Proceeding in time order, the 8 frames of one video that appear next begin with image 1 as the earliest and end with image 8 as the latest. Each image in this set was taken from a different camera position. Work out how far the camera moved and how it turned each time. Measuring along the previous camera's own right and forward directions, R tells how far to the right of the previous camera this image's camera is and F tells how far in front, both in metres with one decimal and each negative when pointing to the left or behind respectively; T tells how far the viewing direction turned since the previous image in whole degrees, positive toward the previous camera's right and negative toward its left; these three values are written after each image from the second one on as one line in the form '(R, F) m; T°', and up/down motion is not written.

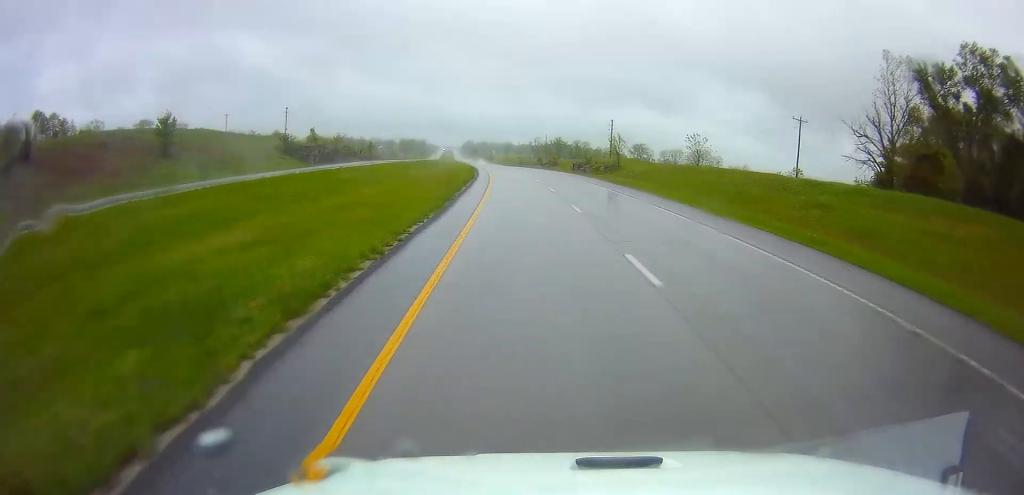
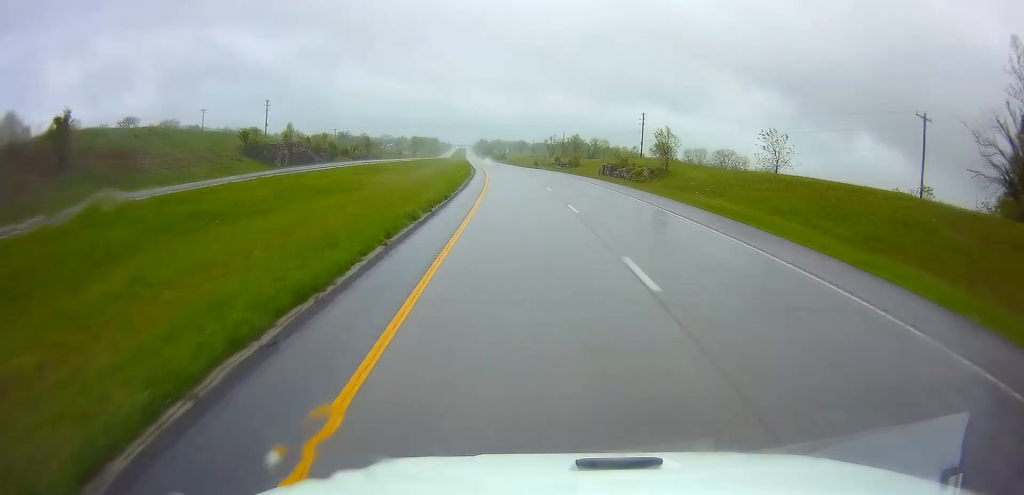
(-0.4, +25.0) m; -2°
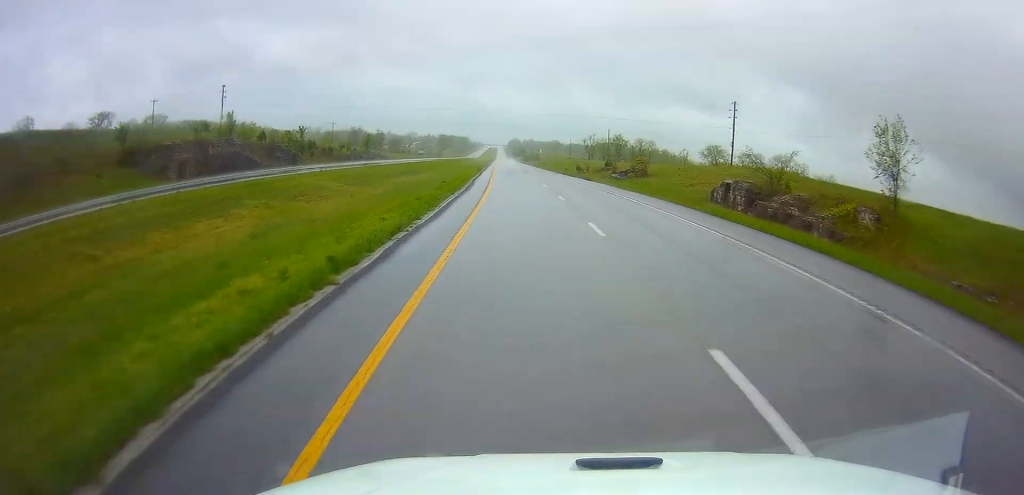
(-1.1, +42.8) m; -3°
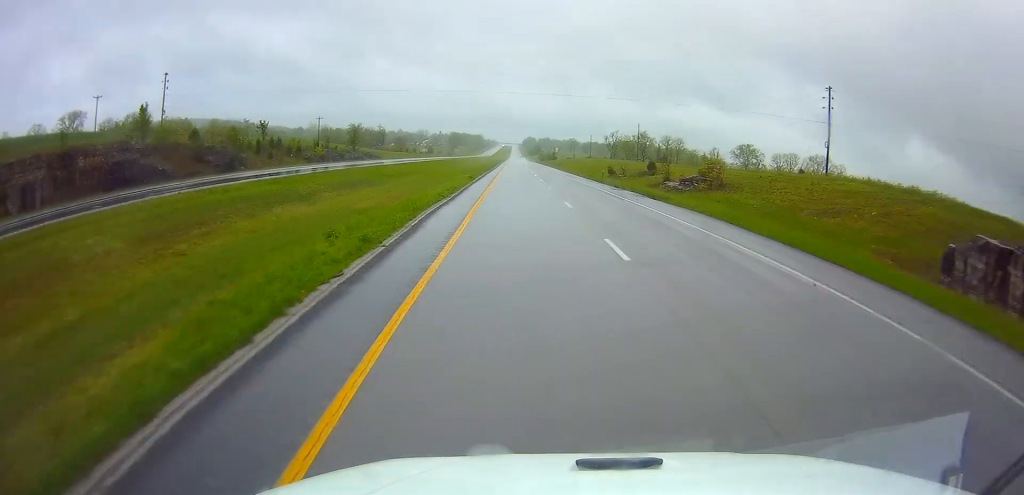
(-0.4, +28.0) m; -1°
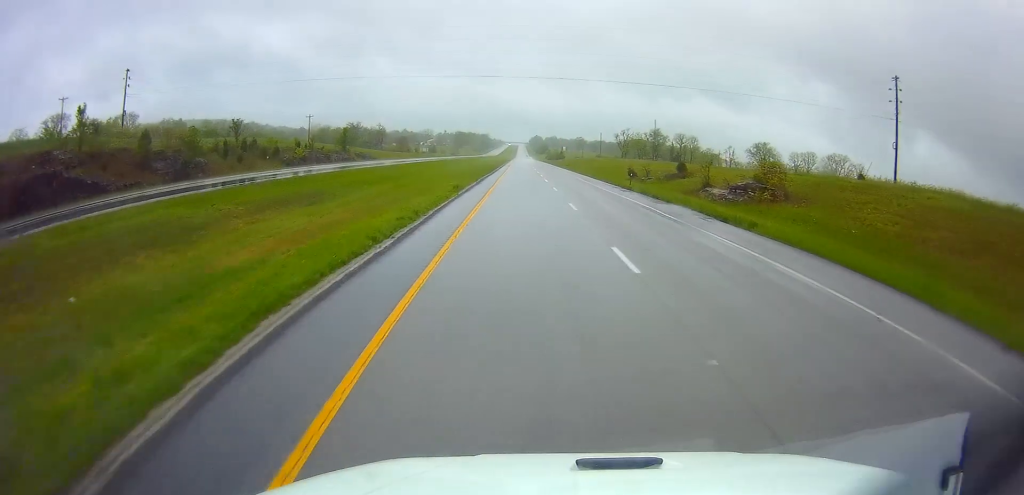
(0.0, +13.5) m; -1°
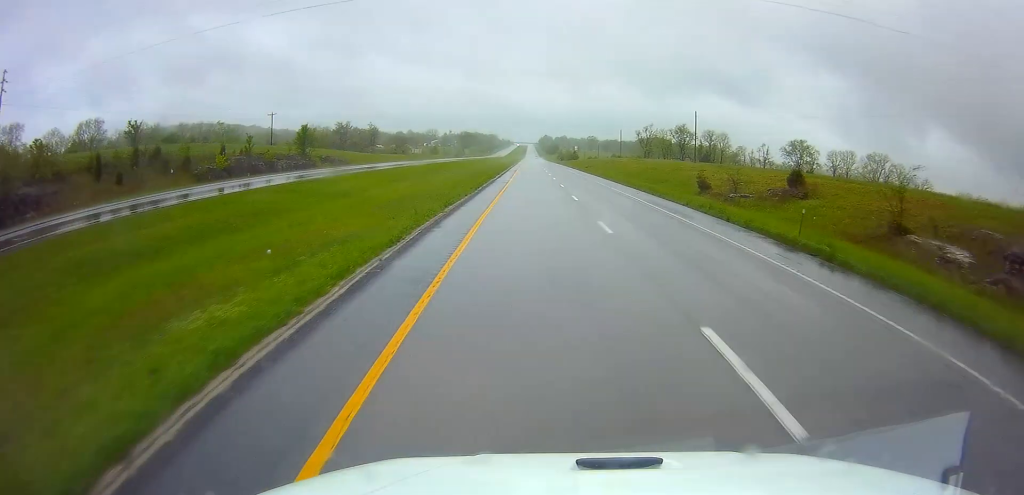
(-0.4, +31.1) m; 0°
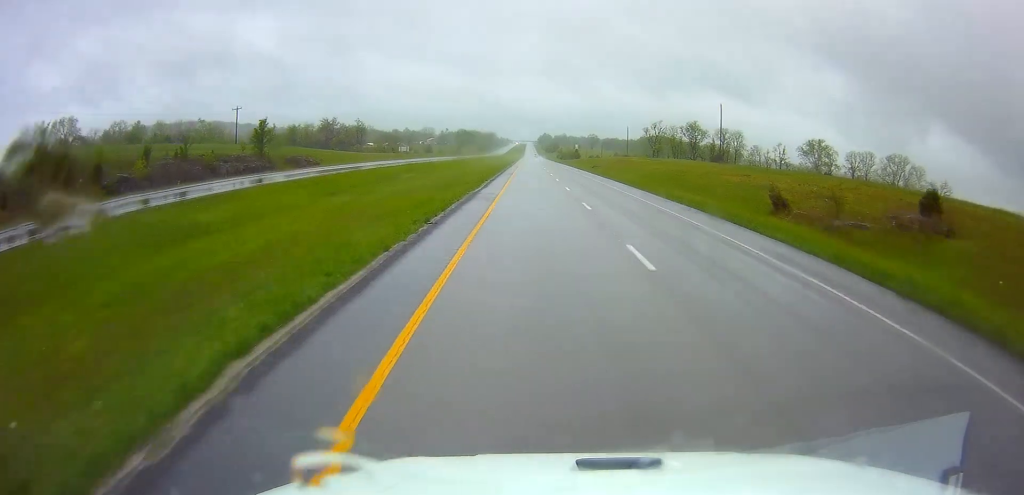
(+0.1, +17.7) m; 0°
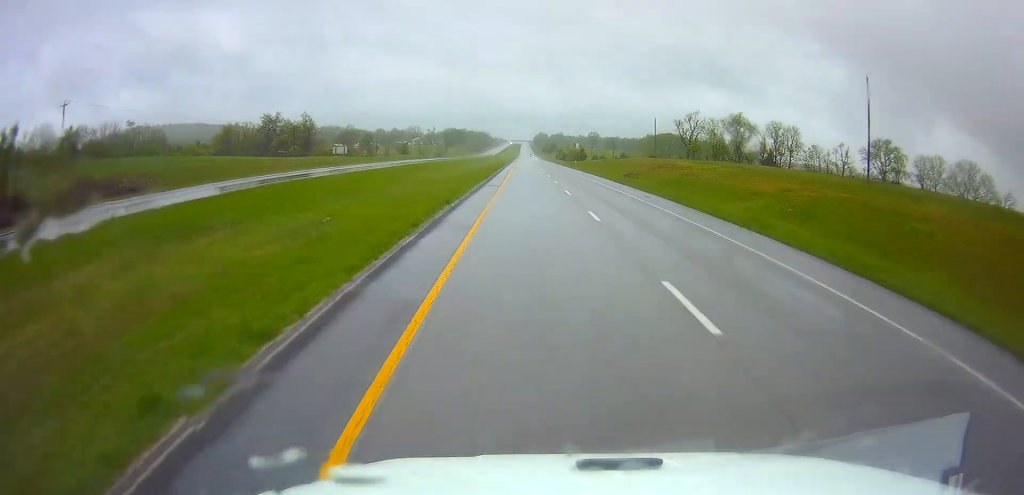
(+0.2, +53.1) m; 0°
